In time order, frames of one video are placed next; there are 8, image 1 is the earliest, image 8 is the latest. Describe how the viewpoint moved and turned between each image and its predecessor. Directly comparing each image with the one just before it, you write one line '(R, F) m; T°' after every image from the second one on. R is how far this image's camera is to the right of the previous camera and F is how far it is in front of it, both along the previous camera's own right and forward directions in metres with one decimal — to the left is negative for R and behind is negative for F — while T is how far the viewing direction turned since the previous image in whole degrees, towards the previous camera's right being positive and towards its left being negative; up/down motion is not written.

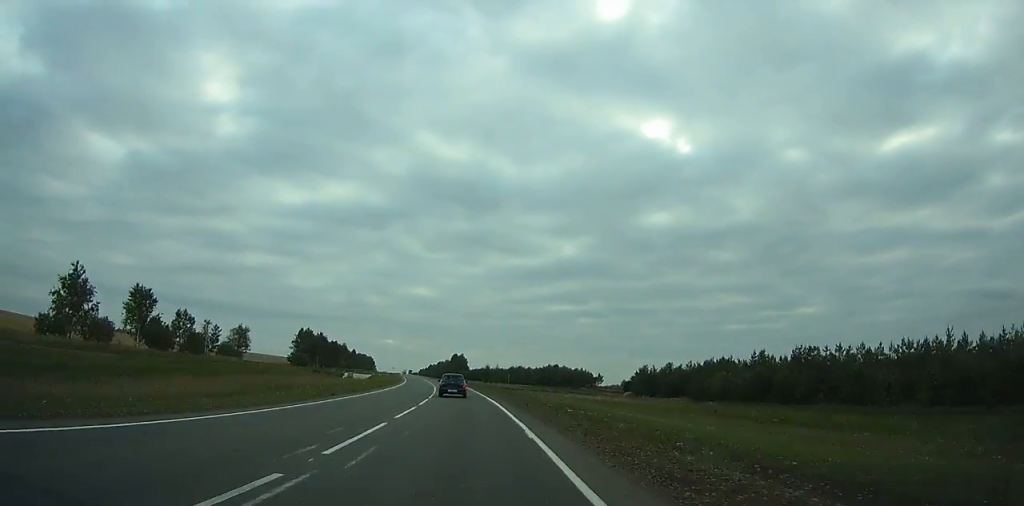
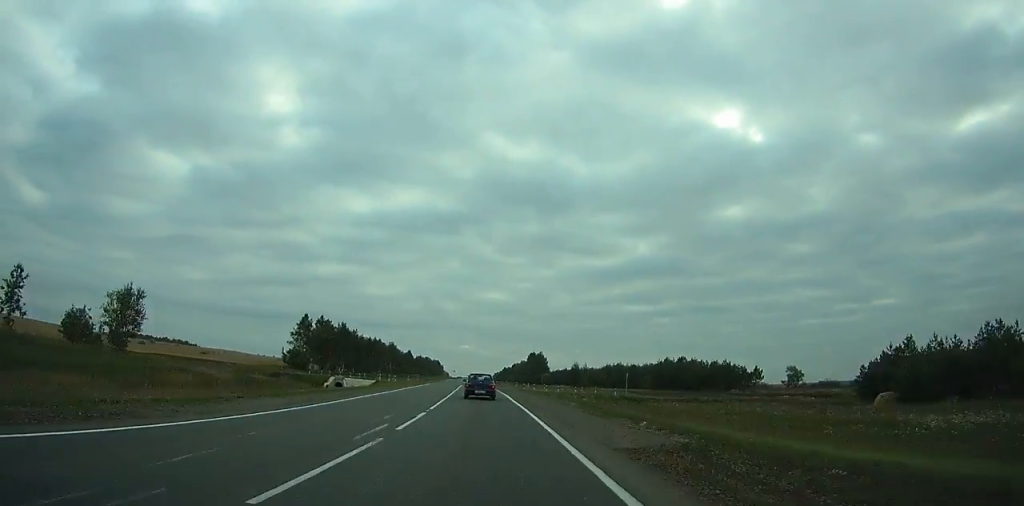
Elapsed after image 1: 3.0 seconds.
(-3.9, +68.4) m; -6°
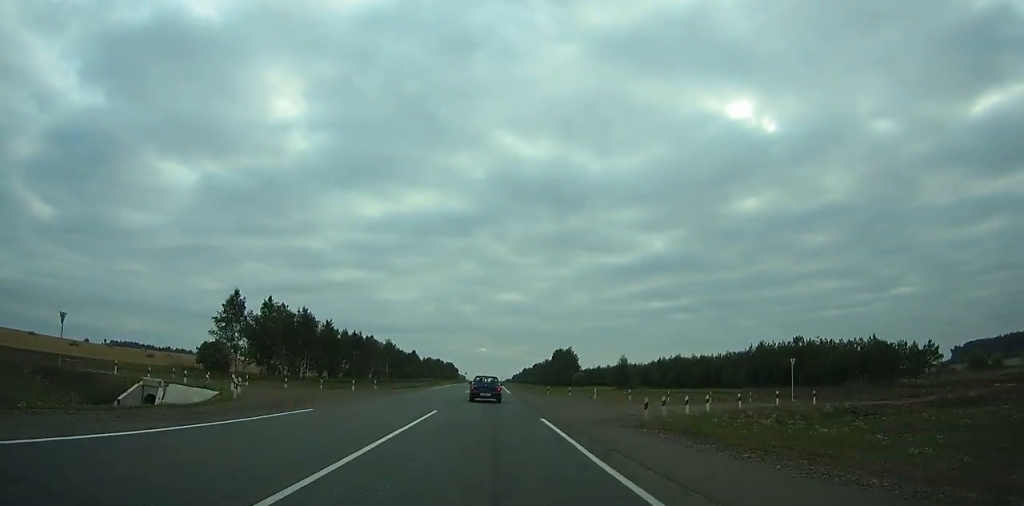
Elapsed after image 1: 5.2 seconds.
(-2.0, +49.1) m; -3°
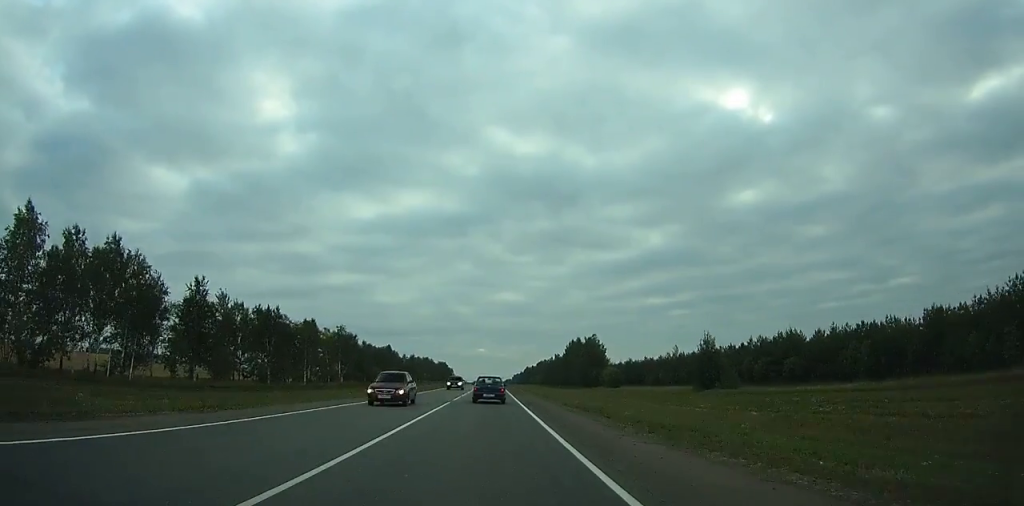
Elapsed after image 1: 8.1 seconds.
(-1.8, +63.6) m; -2°
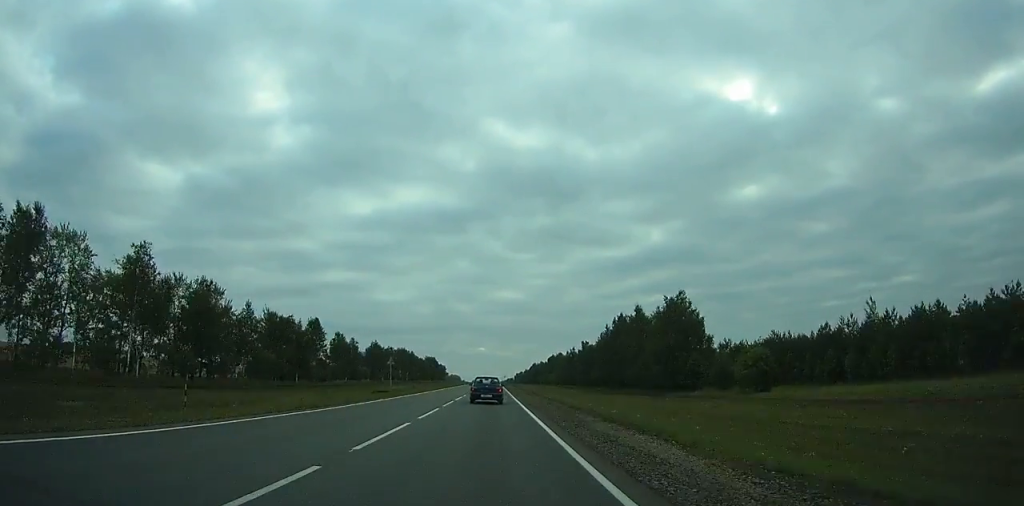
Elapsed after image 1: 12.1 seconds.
(-0.7, +86.8) m; 0°
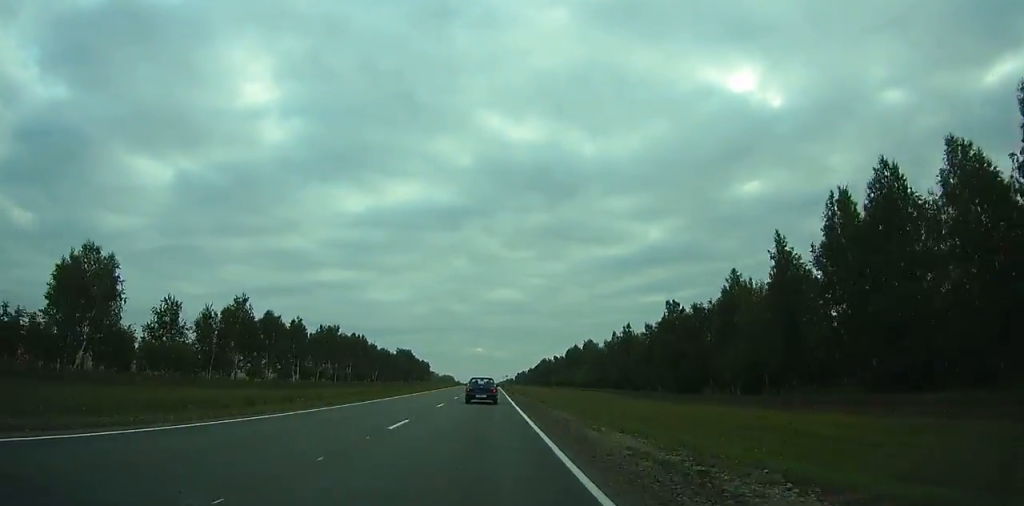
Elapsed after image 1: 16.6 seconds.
(+0.4, +98.3) m; 0°
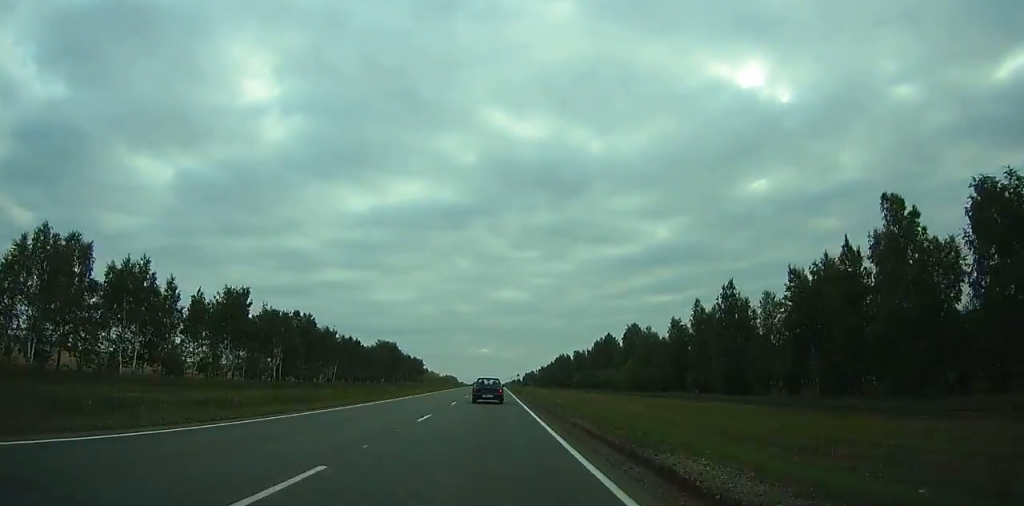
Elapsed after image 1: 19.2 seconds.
(+0.1, +58.0) m; 0°
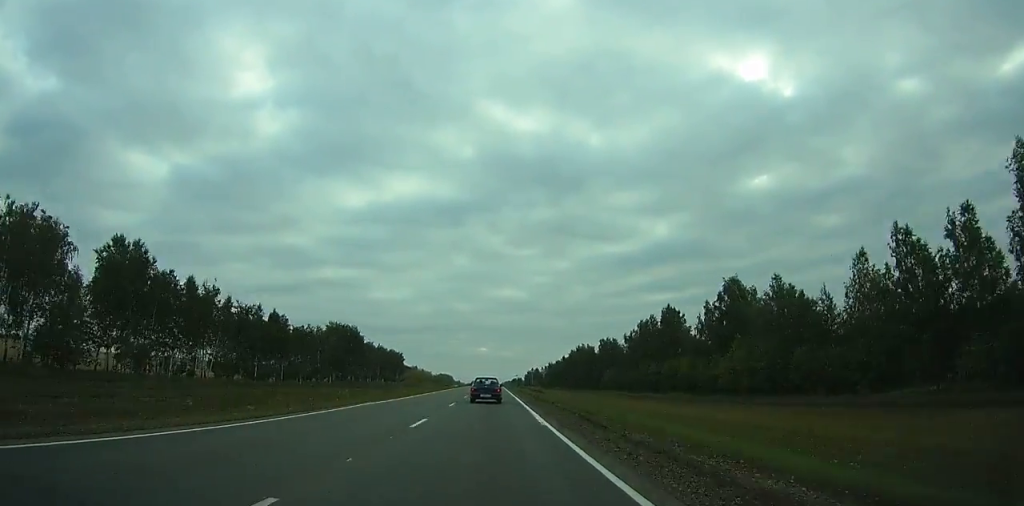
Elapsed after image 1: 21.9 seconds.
(-0.1, +61.5) m; 0°
